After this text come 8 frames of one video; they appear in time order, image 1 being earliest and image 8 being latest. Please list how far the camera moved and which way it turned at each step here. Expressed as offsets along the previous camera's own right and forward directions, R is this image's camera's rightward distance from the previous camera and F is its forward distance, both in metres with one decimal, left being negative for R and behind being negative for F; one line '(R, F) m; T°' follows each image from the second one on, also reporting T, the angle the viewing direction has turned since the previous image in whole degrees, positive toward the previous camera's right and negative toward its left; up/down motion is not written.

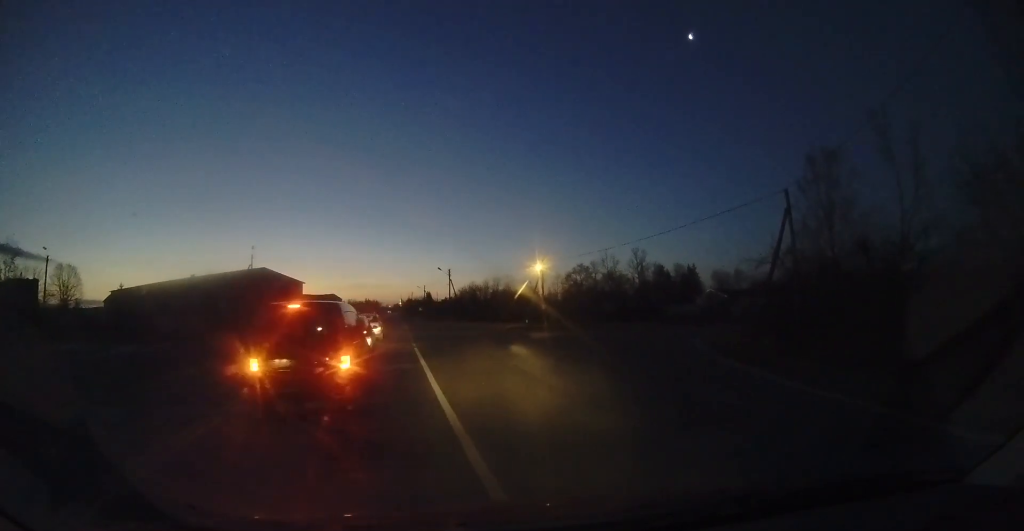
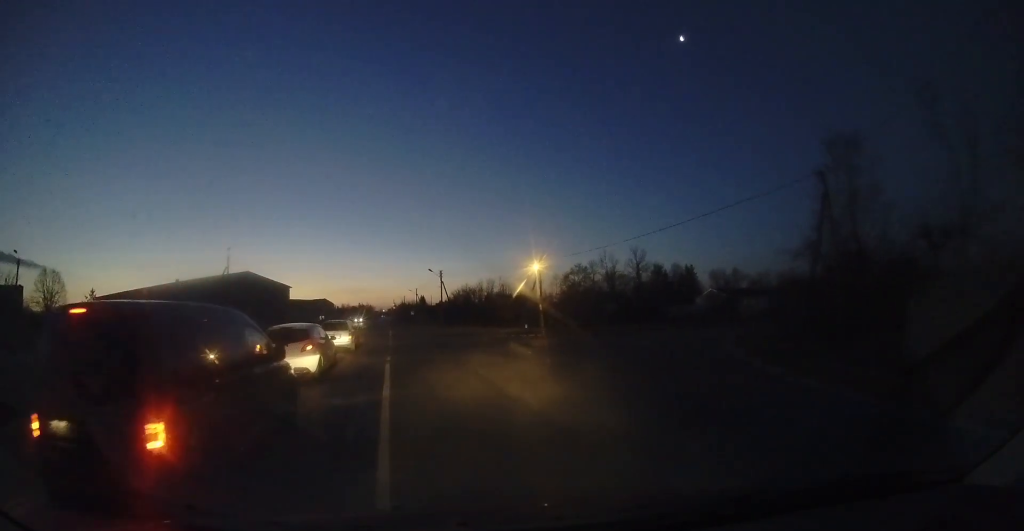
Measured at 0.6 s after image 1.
(0.0, +2.9) m; +1°
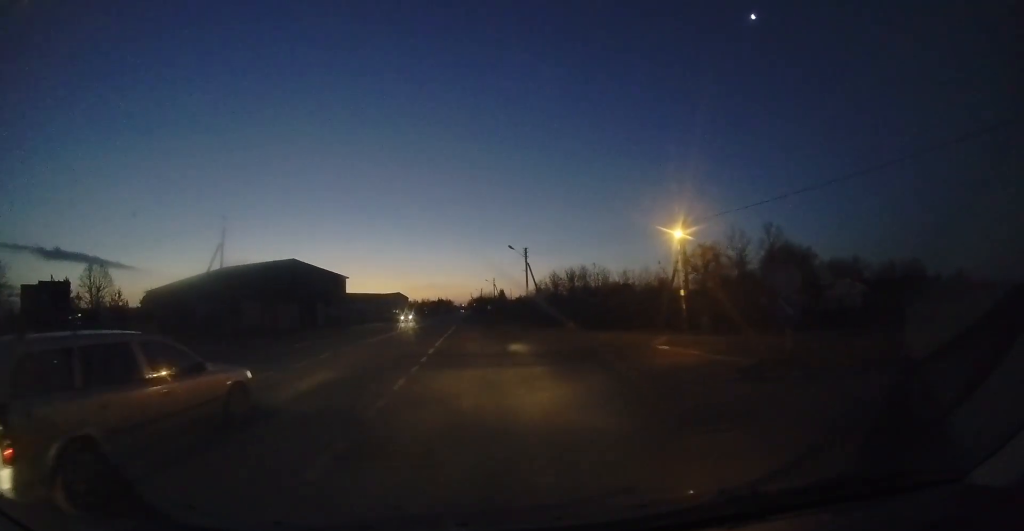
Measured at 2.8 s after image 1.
(-0.7, +15.4) m; -4°
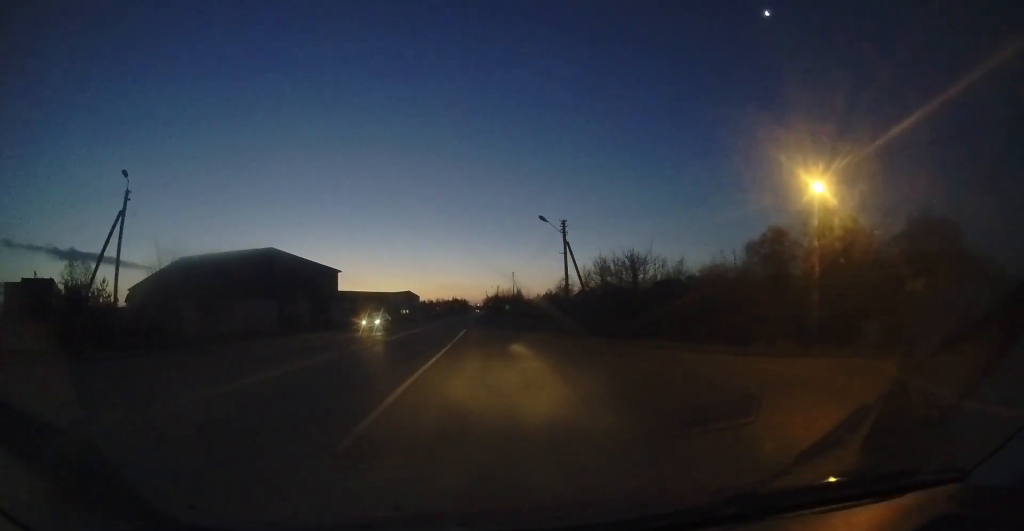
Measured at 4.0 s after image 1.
(+0.3, +11.7) m; +1°
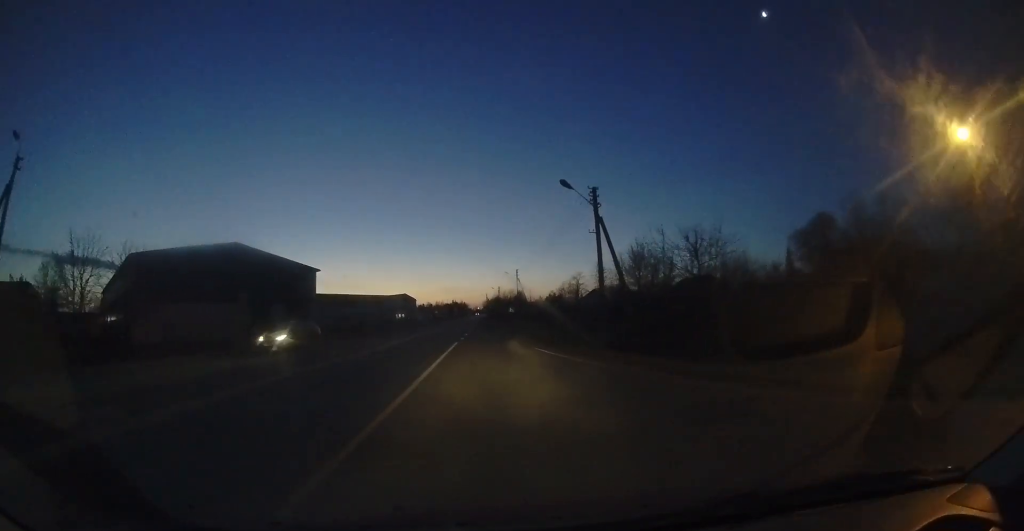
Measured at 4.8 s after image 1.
(0.0, +7.6) m; -2°
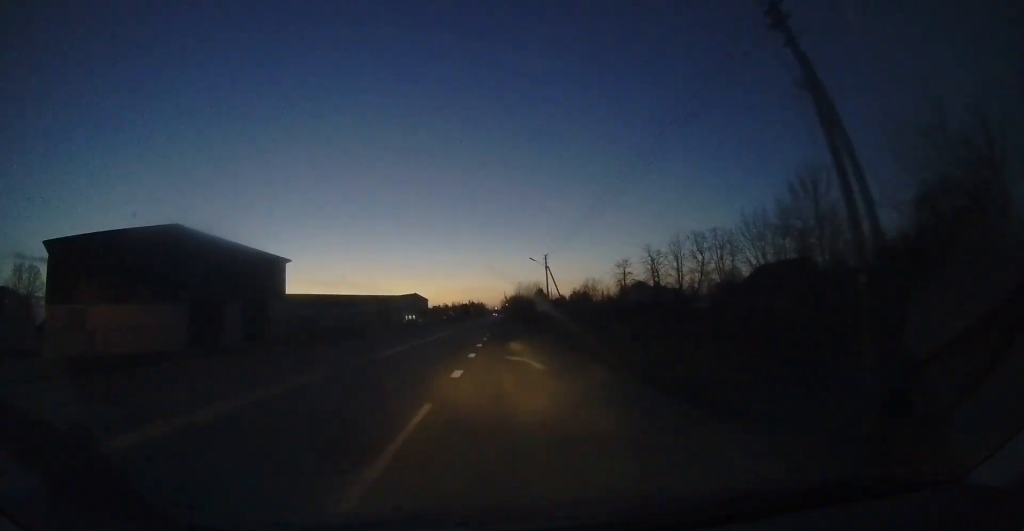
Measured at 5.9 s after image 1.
(-0.5, +13.0) m; -3°
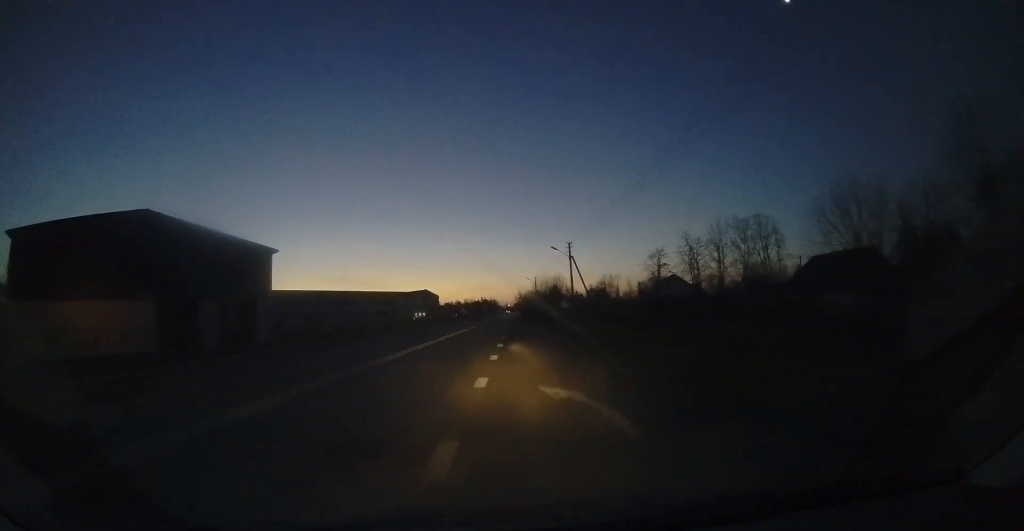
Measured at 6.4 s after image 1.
(+0.1, +5.9) m; -2°
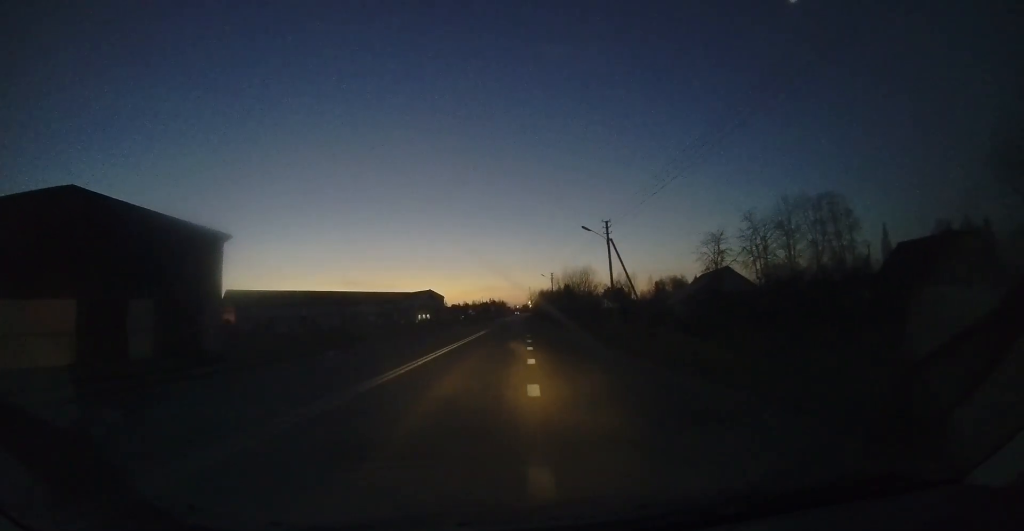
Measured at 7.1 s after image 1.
(-0.2, +9.1) m; -1°
